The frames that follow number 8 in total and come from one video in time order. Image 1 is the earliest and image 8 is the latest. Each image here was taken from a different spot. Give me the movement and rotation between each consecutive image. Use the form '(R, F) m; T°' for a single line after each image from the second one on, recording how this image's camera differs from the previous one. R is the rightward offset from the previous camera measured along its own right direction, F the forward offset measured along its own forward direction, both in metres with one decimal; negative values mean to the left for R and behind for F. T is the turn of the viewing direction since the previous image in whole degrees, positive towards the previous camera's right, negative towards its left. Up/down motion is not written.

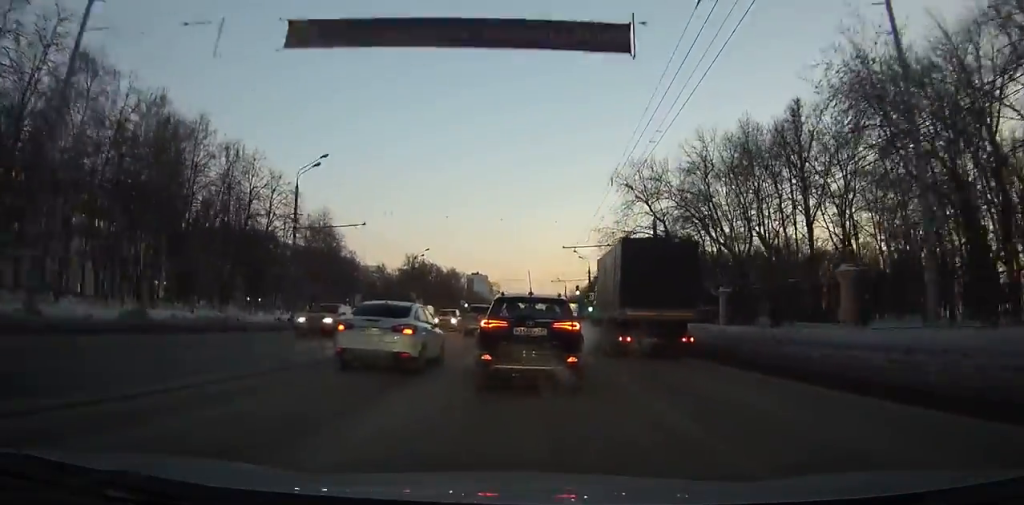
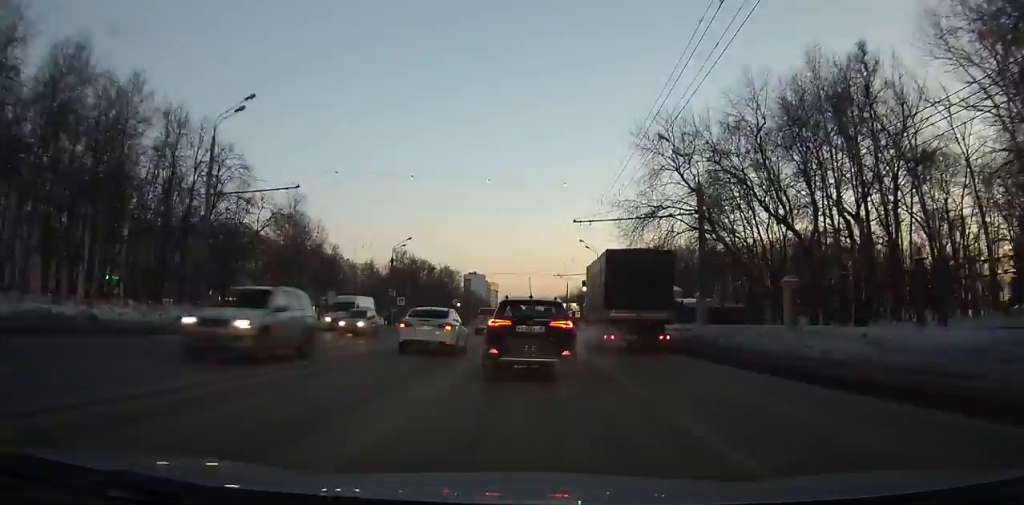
(0.0, +13.0) m; 0°
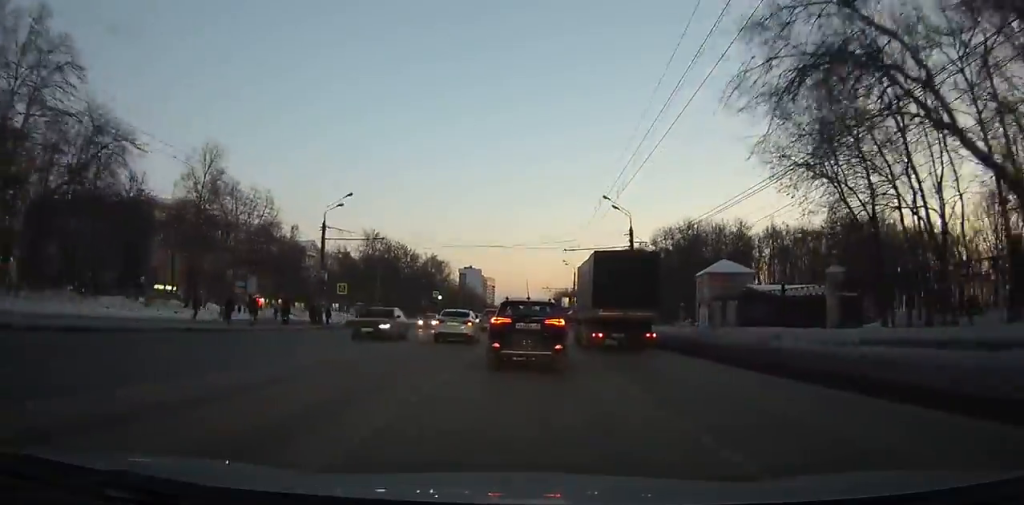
(0.0, +23.3) m; 0°
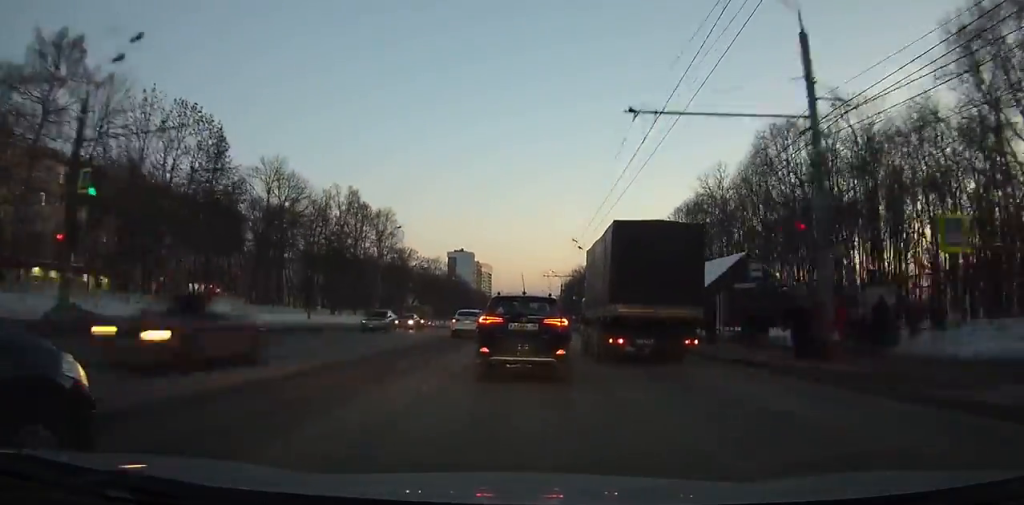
(-0.5, +87.4) m; 0°
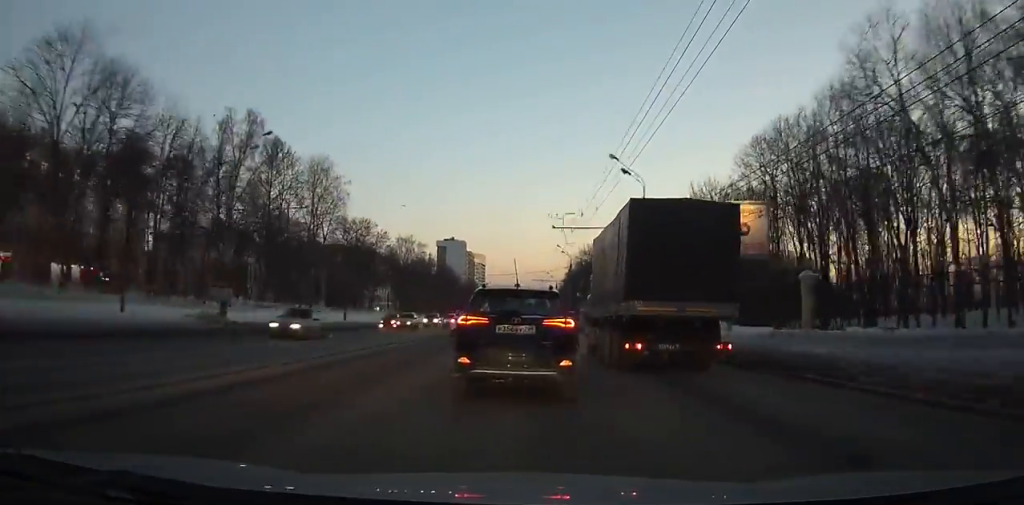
(+0.2, +35.4) m; 0°
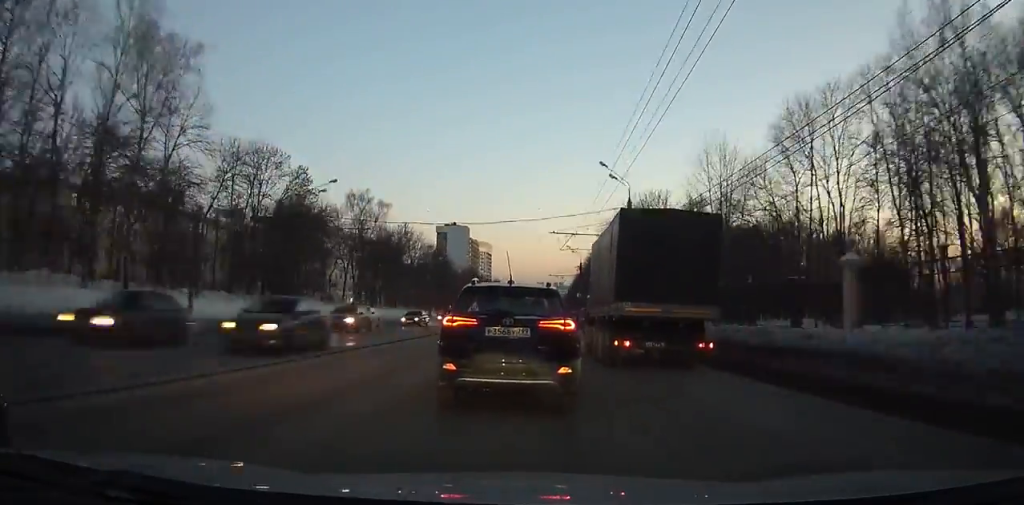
(0.0, +44.5) m; 0°
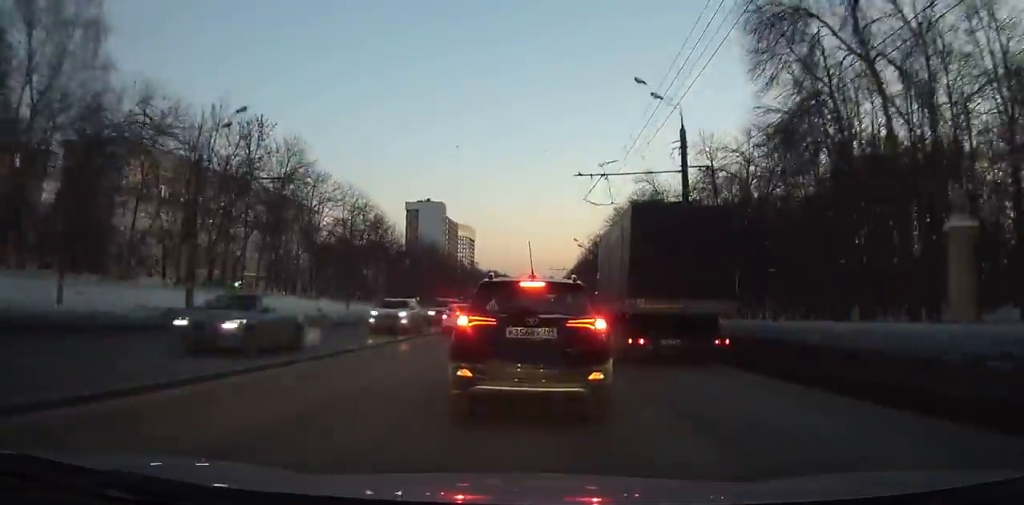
(+0.1, +63.1) m; 0°
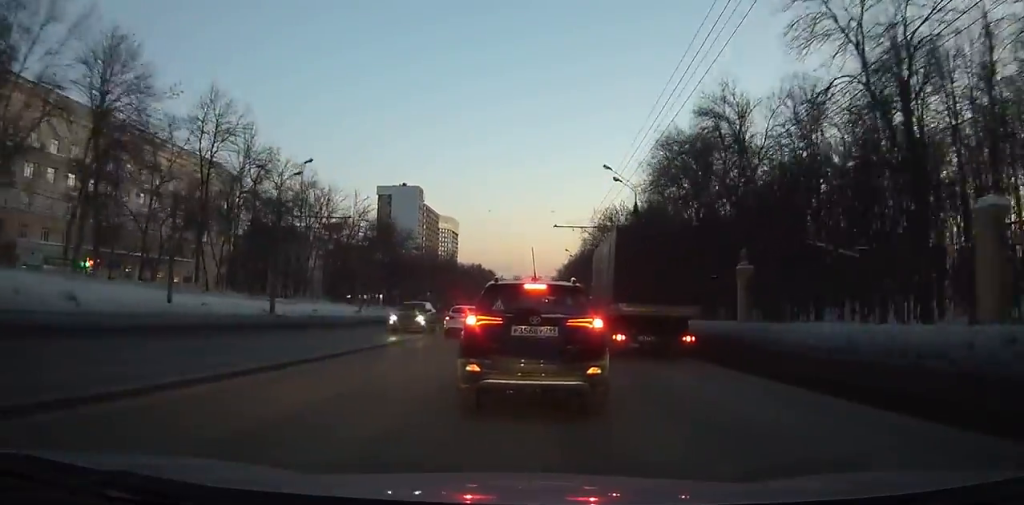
(+0.3, +40.7) m; +1°
